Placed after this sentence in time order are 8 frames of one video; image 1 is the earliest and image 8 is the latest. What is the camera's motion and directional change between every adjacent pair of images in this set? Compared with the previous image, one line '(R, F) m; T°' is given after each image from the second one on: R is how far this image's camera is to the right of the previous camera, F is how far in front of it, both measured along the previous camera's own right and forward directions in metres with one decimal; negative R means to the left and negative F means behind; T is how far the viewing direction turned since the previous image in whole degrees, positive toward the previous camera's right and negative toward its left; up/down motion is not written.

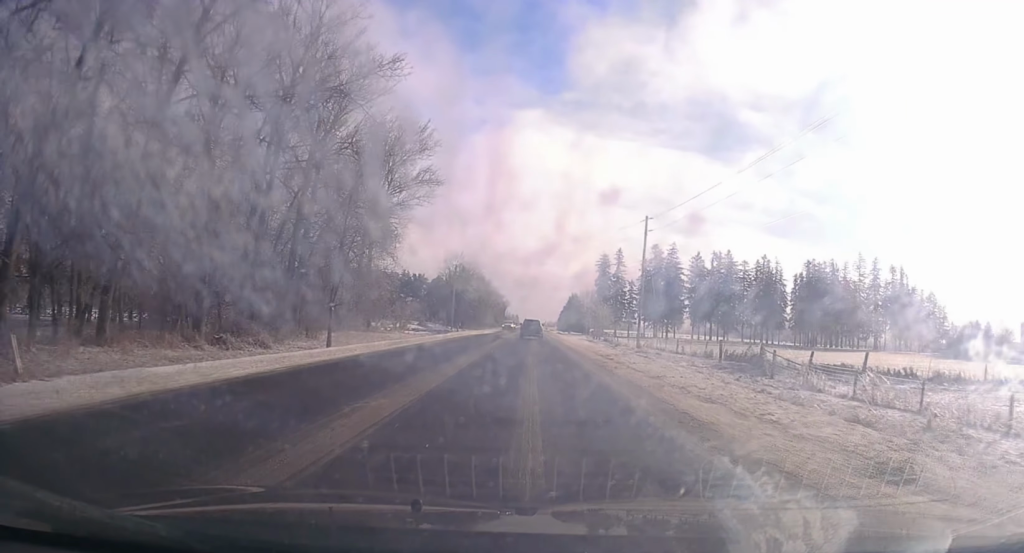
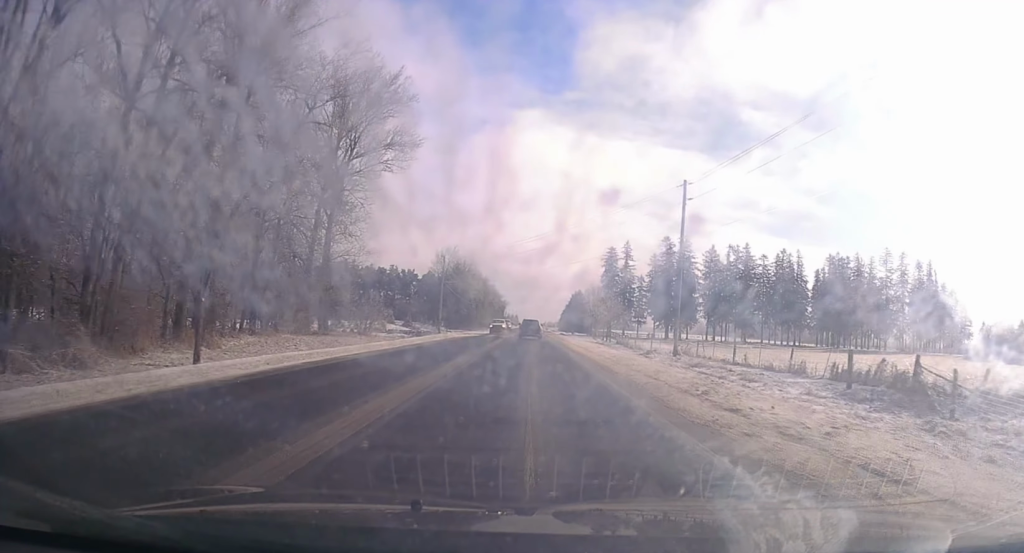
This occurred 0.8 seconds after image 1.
(+0.4, +16.1) m; +1°
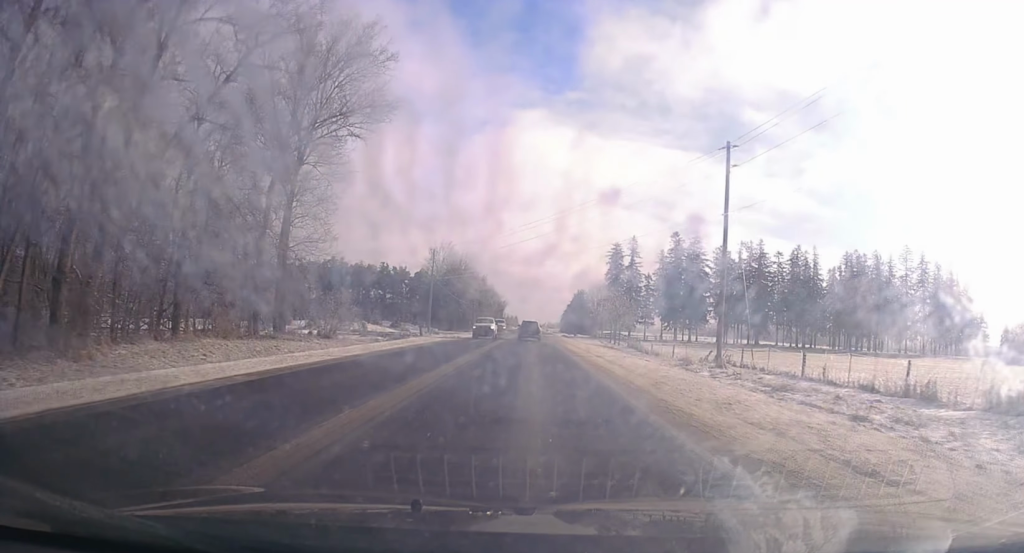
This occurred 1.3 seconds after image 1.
(0.0, +11.7) m; 0°
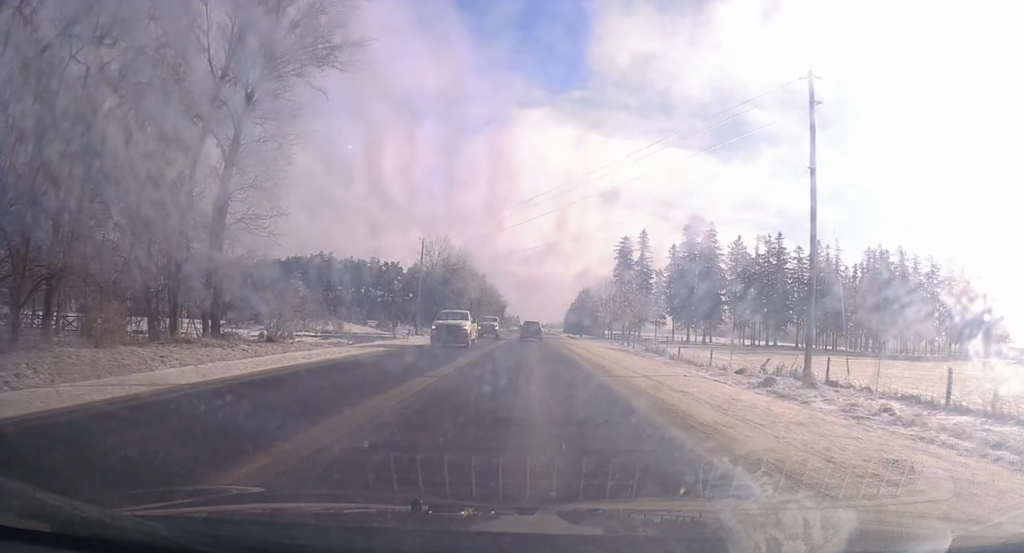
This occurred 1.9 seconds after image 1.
(+0.1, +11.4) m; -1°
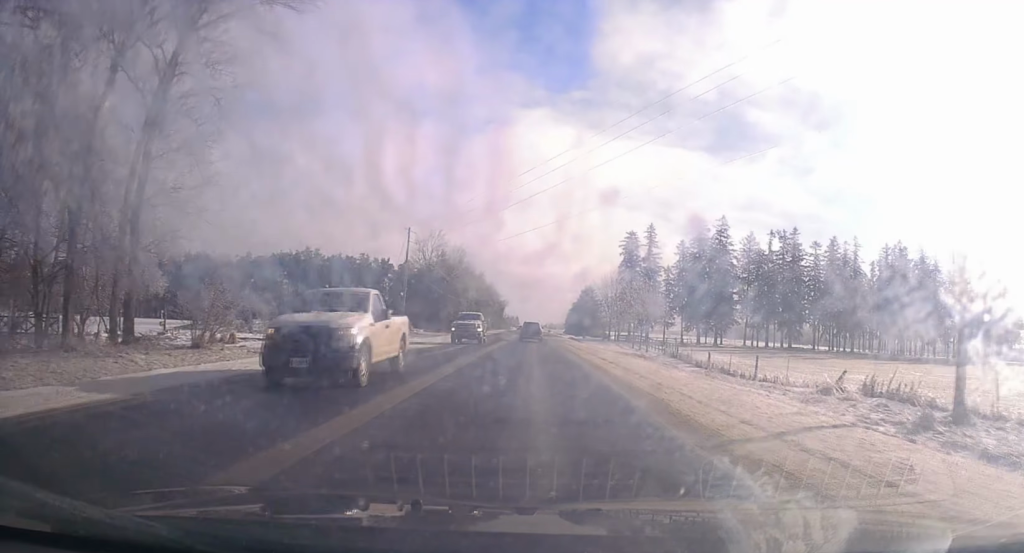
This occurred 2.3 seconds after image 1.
(-0.2, +10.1) m; -1°
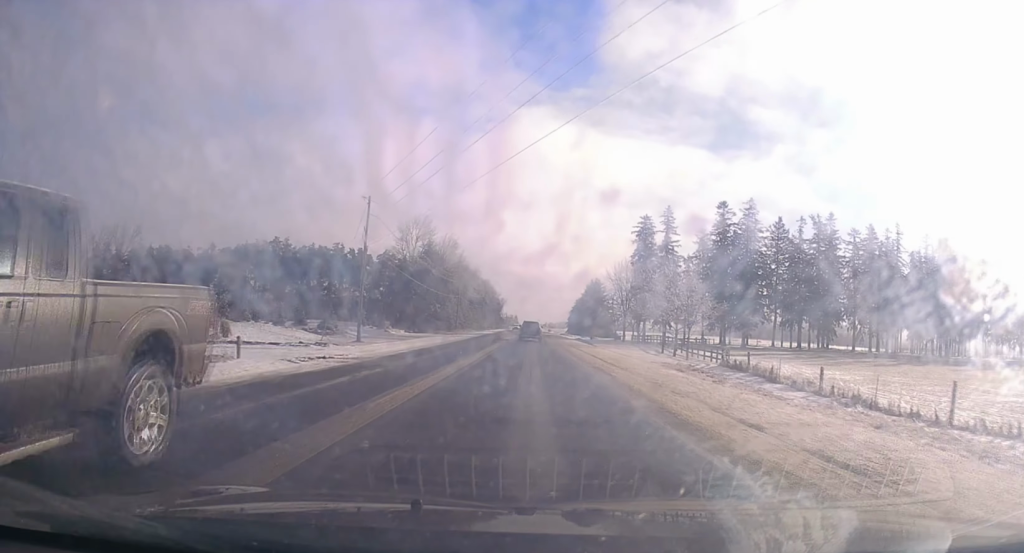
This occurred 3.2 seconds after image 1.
(-0.2, +19.1) m; 0°
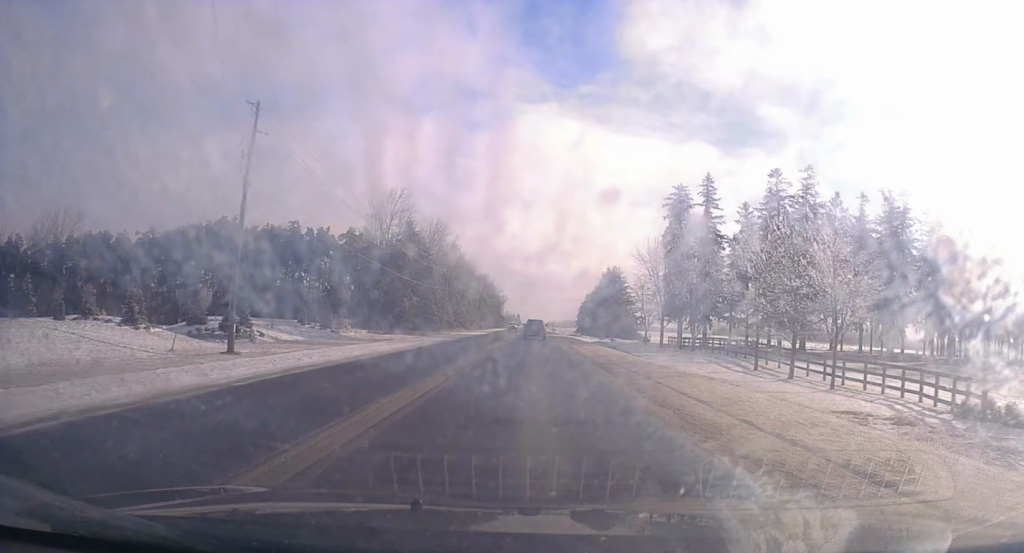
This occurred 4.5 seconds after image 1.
(+0.4, +26.8) m; +1°
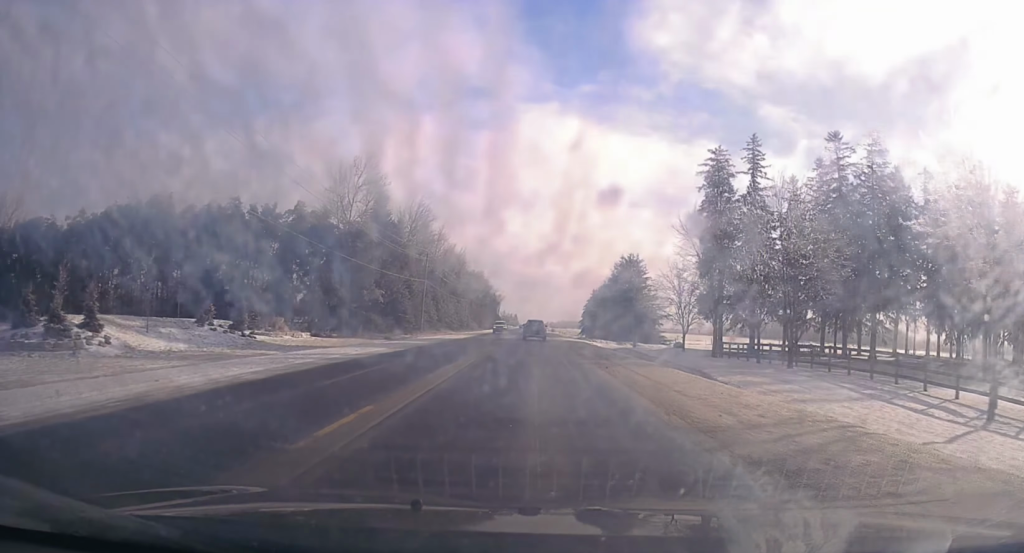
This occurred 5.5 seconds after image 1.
(0.0, +21.6) m; 0°
